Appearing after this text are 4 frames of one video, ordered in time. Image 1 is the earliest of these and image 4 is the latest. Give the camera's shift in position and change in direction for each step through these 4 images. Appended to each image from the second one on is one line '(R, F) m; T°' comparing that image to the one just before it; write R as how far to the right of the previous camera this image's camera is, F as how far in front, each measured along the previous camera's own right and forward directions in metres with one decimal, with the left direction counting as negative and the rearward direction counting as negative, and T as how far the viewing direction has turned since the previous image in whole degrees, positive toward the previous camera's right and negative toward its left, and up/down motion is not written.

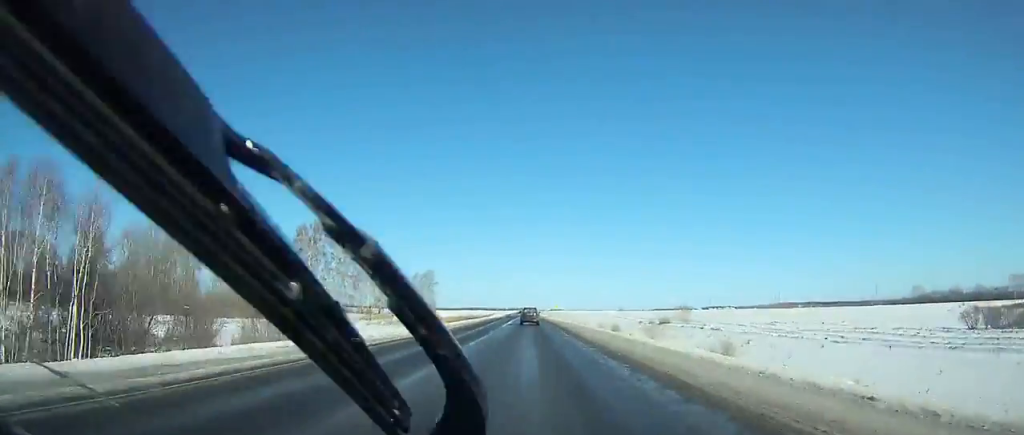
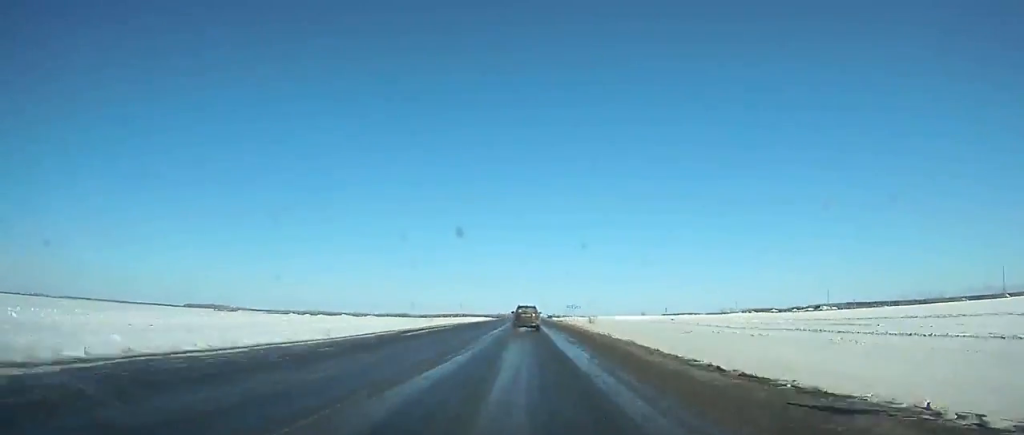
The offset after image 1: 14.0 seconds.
(+2.5, +350.7) m; +1°
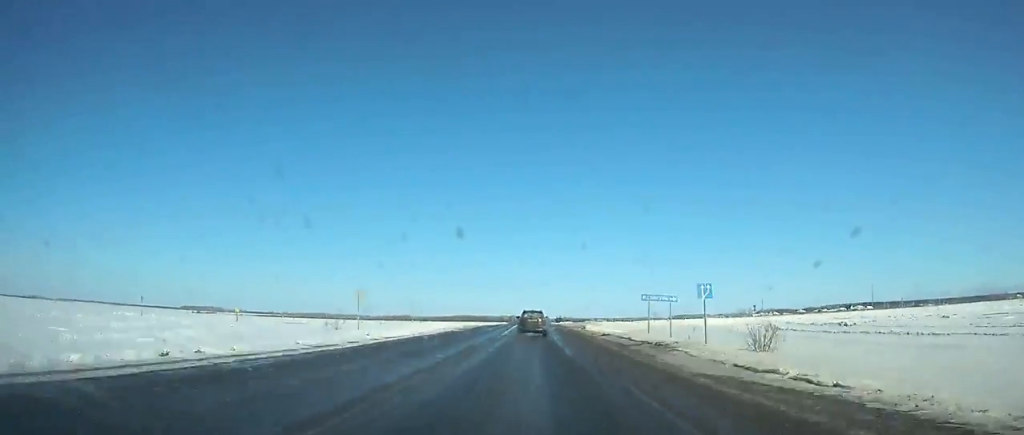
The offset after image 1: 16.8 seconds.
(0.0, +65.7) m; 0°
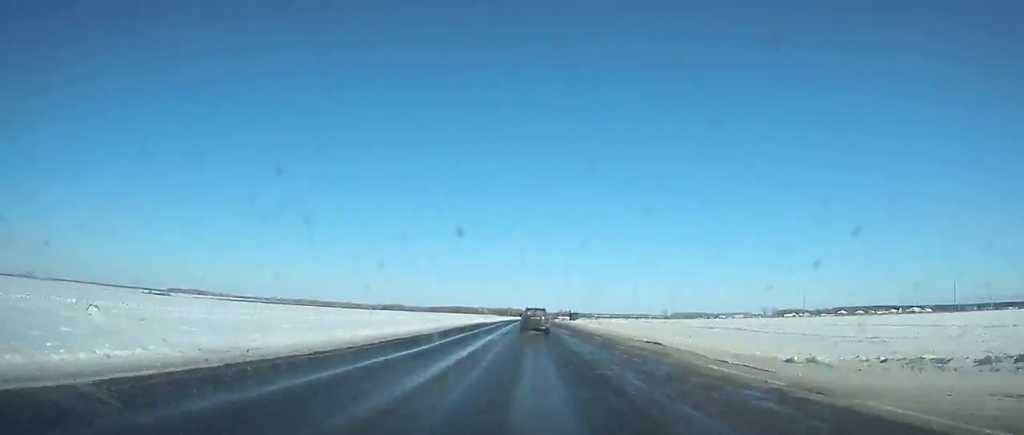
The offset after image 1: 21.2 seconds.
(-0.3, +100.1) m; 0°
